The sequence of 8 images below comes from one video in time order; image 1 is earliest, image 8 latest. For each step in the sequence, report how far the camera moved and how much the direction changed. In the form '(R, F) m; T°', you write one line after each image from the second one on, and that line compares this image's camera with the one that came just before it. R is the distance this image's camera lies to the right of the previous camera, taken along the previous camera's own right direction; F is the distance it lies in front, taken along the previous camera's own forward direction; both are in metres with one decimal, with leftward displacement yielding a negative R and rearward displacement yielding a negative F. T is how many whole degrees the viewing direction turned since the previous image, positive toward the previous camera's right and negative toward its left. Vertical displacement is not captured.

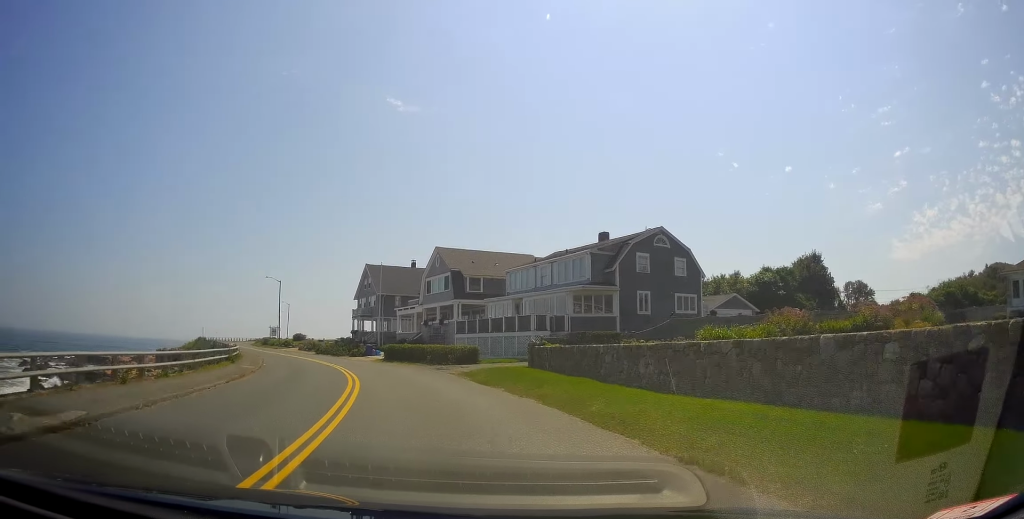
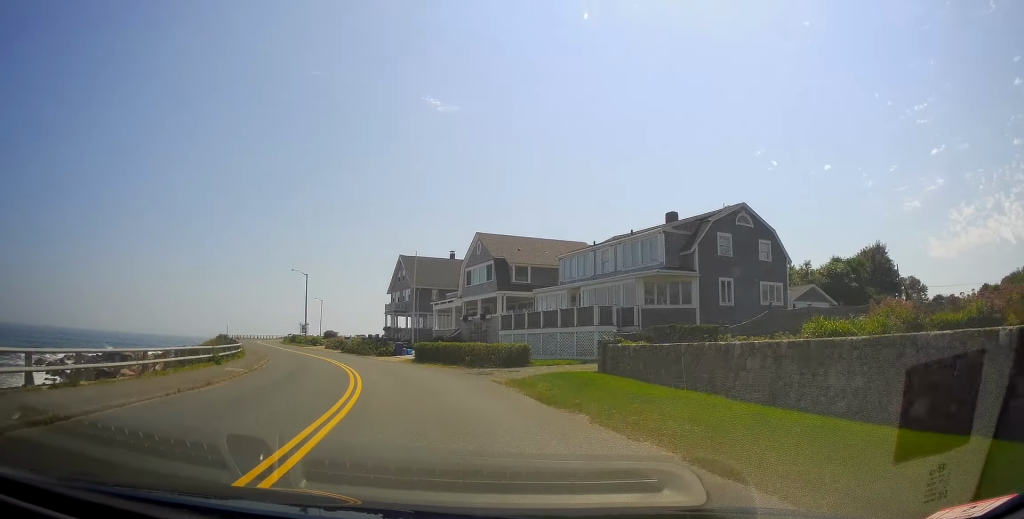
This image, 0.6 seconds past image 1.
(-0.2, +6.8) m; -4°
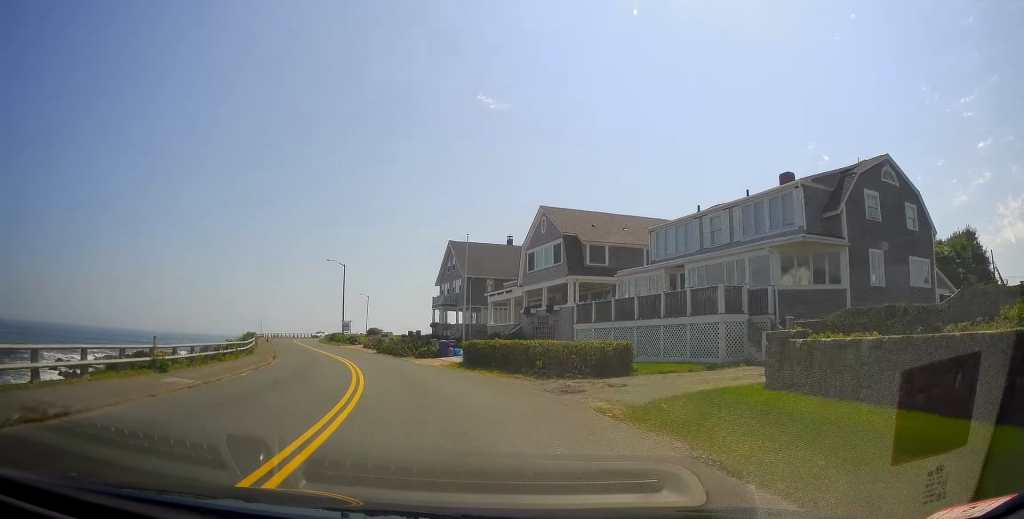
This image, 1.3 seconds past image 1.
(-0.3, +9.0) m; -5°
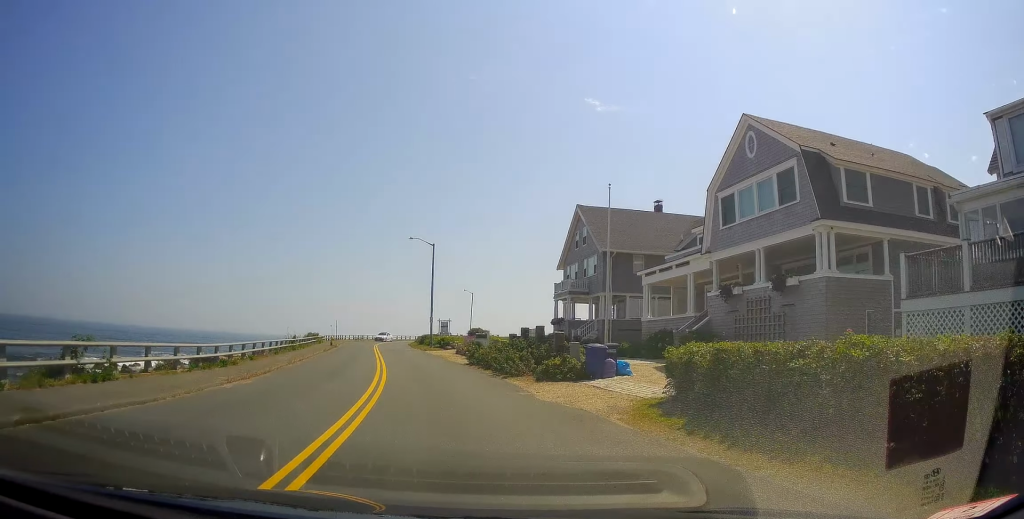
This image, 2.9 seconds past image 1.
(-1.7, +17.9) m; -13°
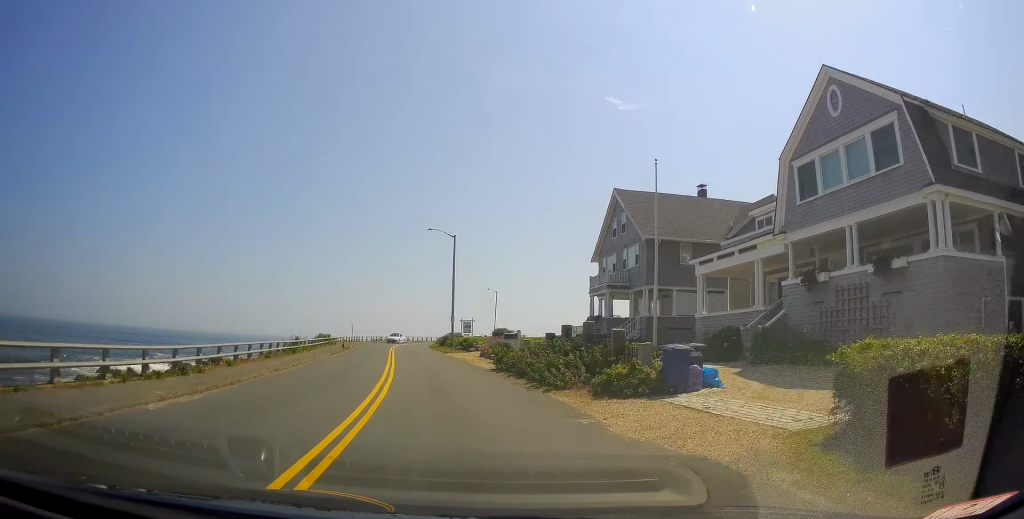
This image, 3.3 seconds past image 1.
(-0.3, +4.8) m; -4°
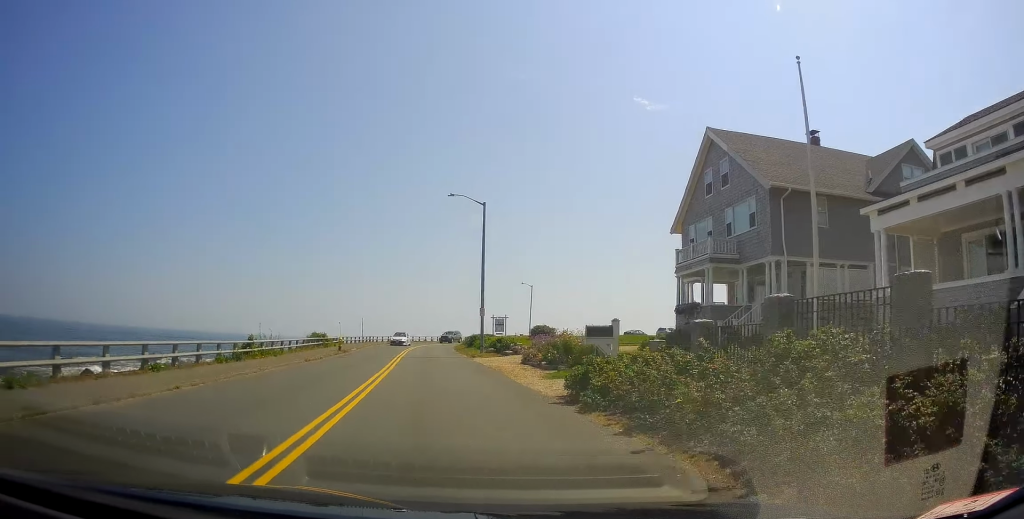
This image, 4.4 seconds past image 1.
(-1.2, +12.0) m; -6°
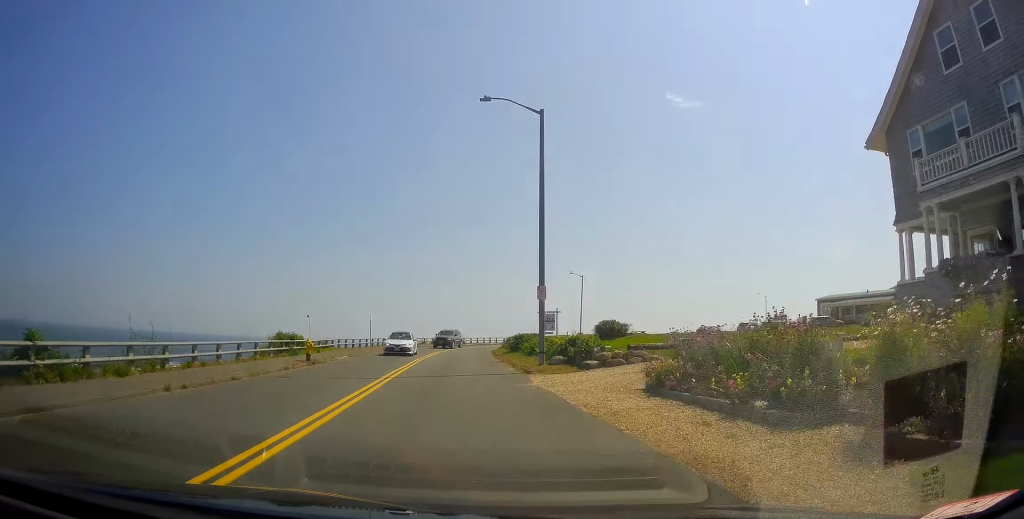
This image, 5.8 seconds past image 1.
(+0.1, +14.8) m; -4°
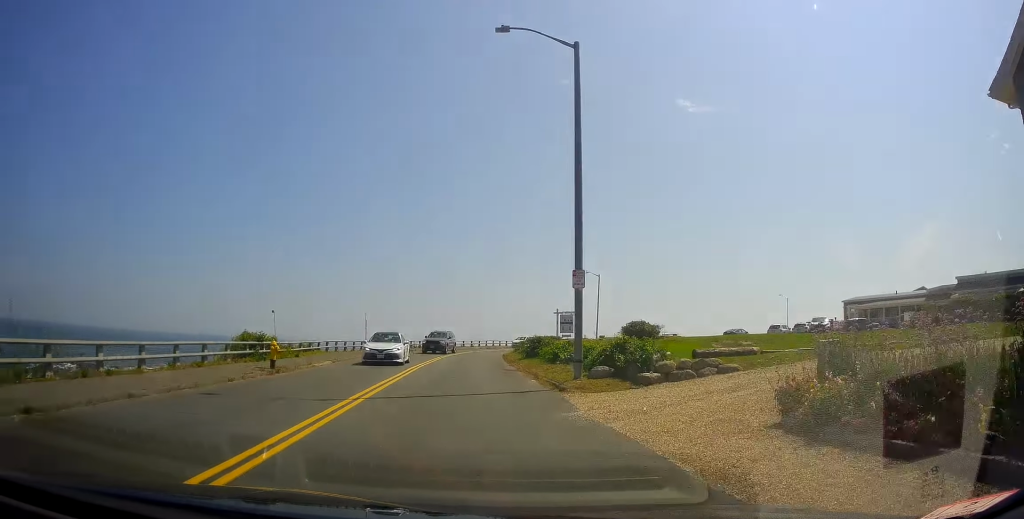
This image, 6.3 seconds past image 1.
(-0.2, +5.5) m; -2°
